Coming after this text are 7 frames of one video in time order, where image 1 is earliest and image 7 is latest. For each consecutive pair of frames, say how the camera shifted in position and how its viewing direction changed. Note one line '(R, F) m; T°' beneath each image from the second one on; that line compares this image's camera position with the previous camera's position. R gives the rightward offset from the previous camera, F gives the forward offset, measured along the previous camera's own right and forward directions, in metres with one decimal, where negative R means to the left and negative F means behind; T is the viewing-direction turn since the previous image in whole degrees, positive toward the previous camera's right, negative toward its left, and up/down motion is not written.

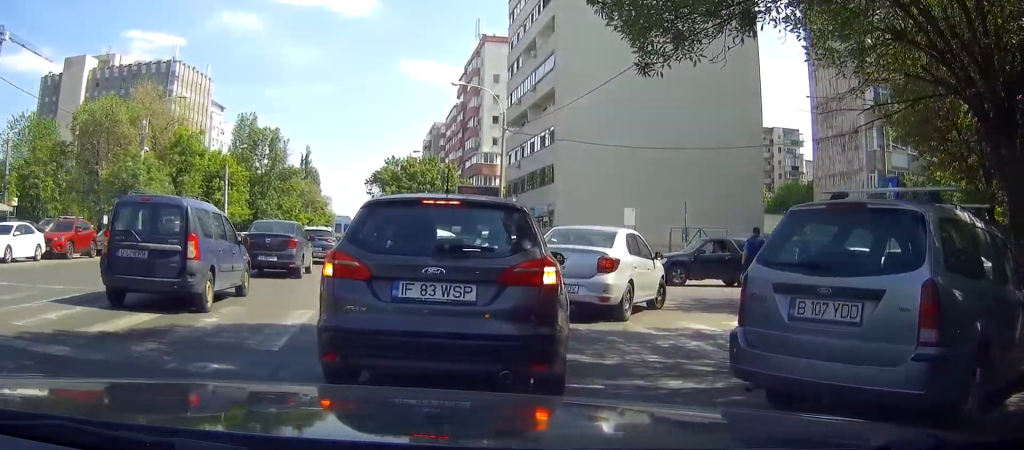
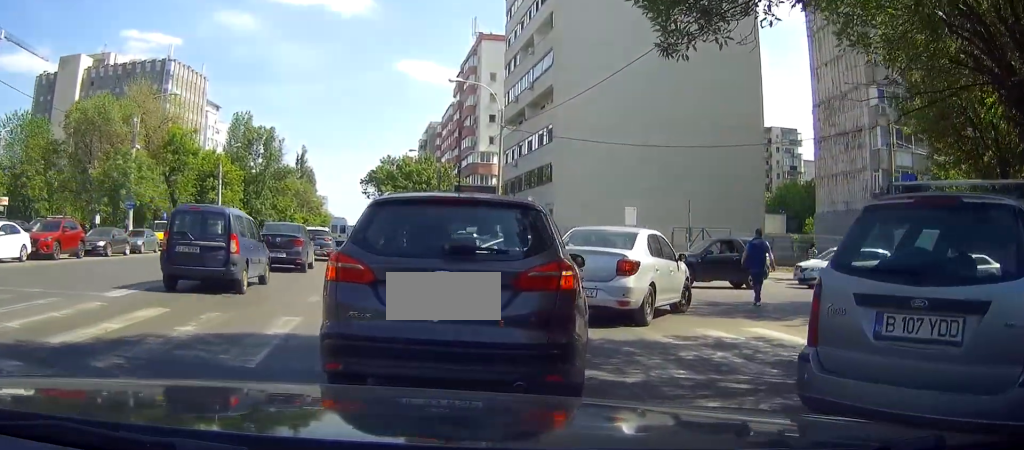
(+0.1, +1.1) m; +1°
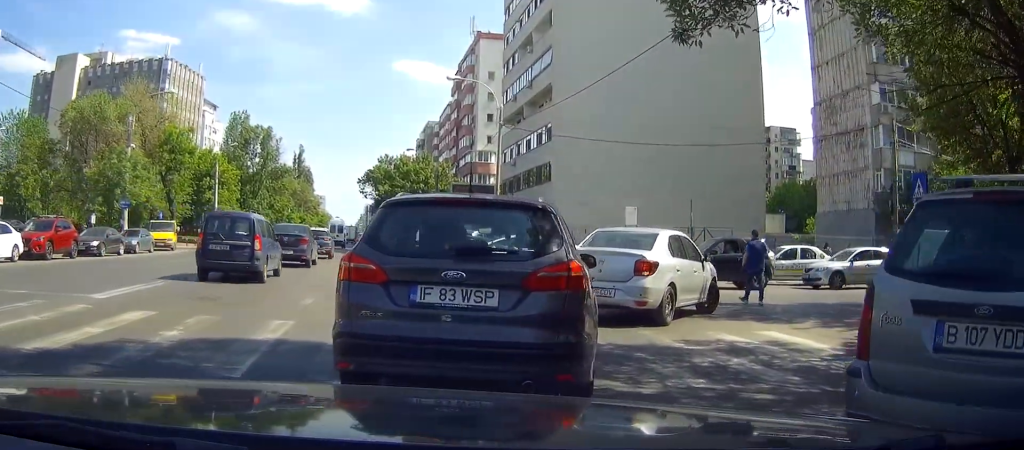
(0.0, +0.8) m; +1°
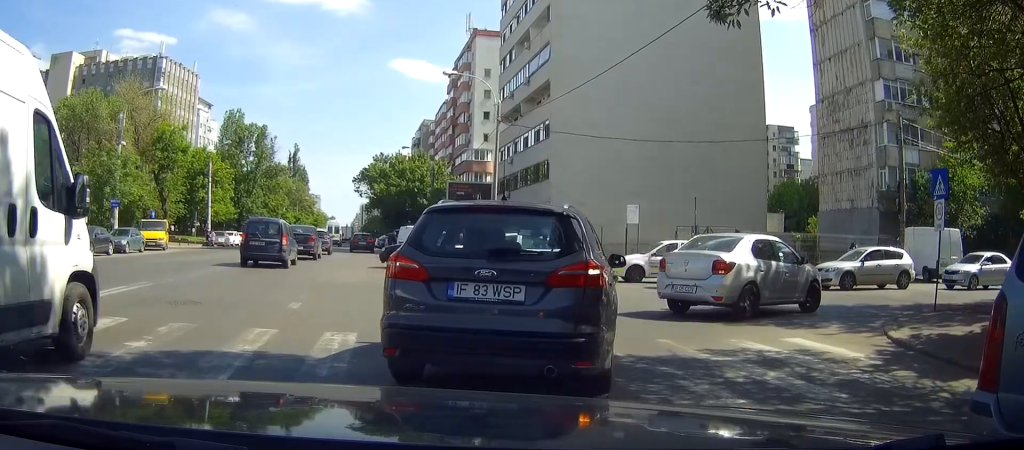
(0.0, +1.3) m; 0°
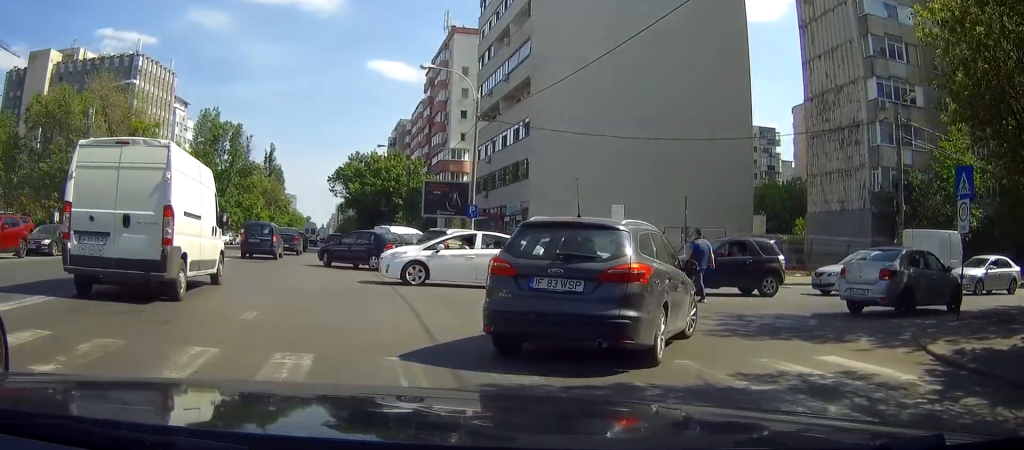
(+0.5, +1.7) m; +16°
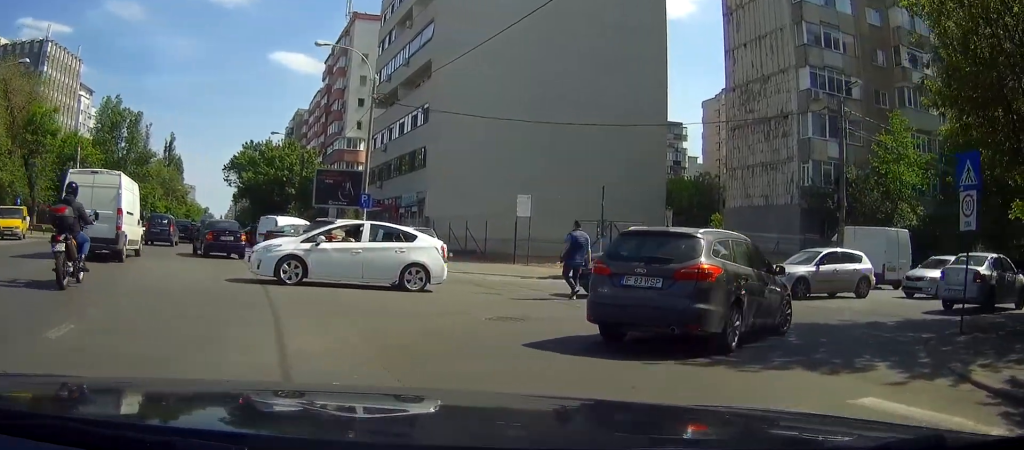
(+0.1, +2.5) m; +7°
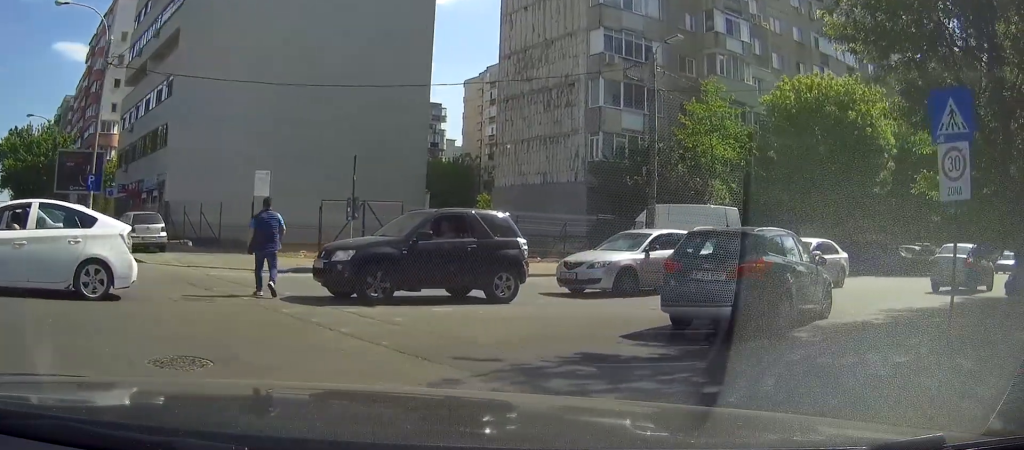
(+1.0, +3.8) m; +34°
